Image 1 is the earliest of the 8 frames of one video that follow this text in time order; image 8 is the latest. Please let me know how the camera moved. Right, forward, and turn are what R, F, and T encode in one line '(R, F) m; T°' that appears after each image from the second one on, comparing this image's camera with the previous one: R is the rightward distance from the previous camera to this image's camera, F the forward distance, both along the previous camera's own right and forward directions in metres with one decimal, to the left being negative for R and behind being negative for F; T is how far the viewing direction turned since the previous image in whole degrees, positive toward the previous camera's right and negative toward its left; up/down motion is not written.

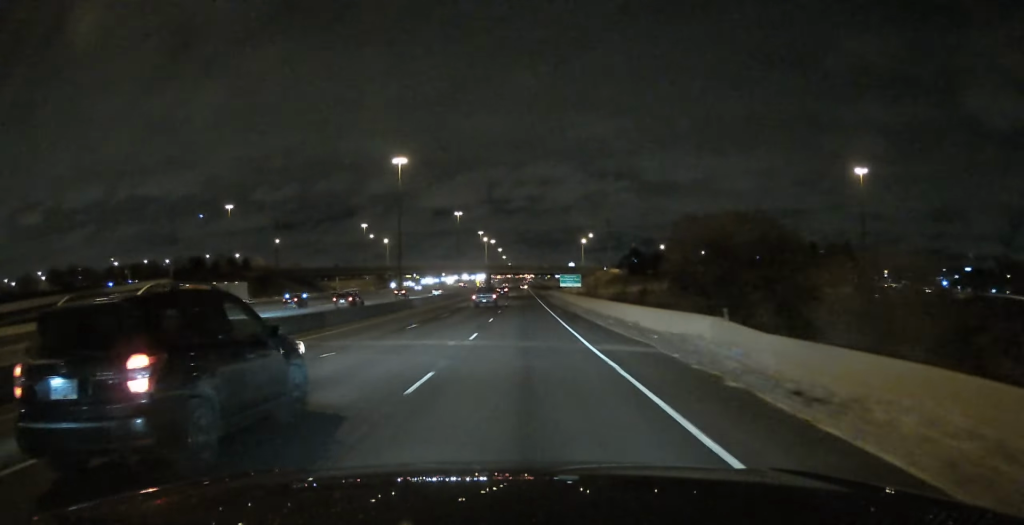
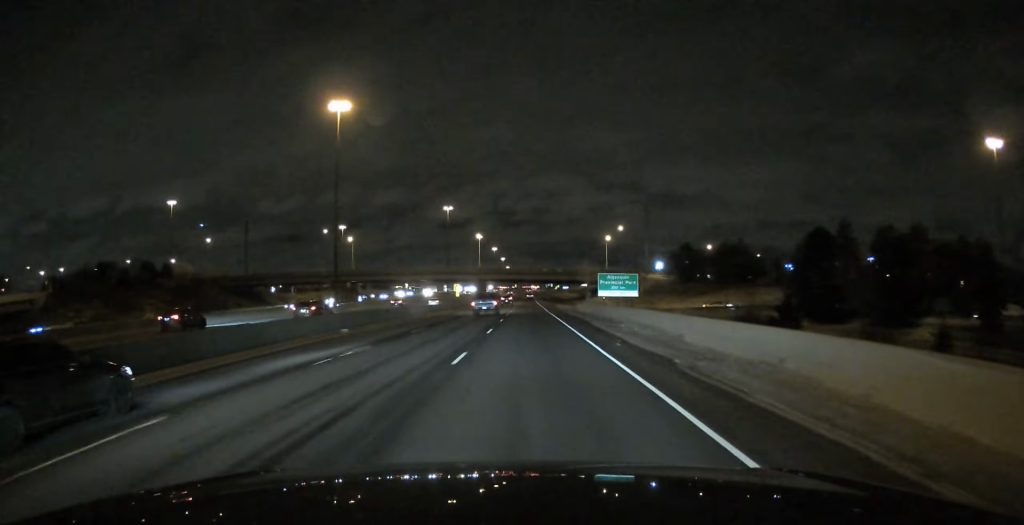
(-0.2, +63.8) m; 0°
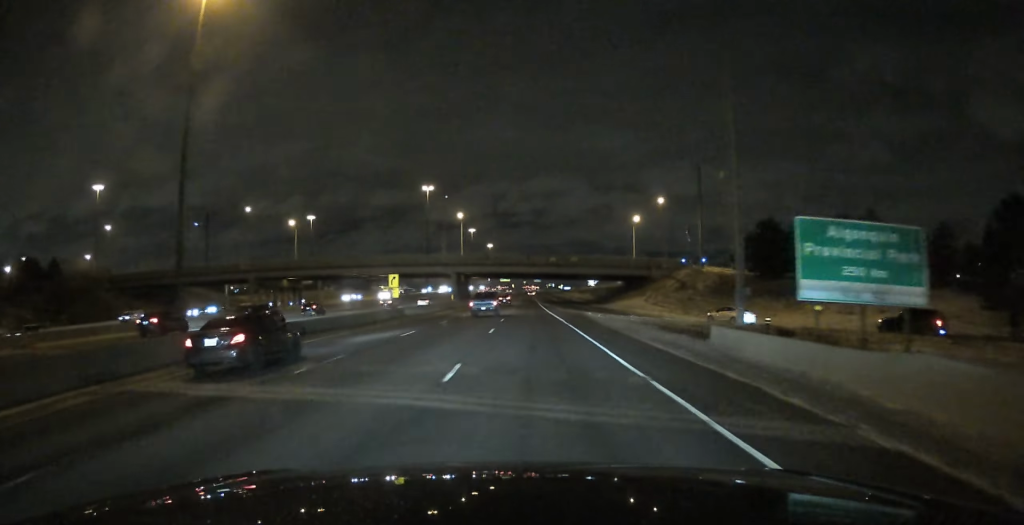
(-0.2, +53.3) m; 0°
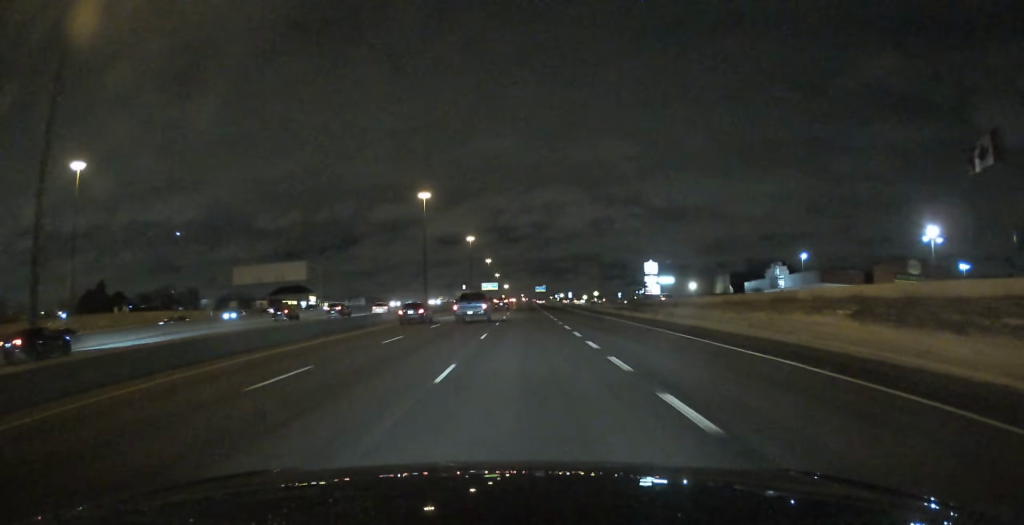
(+0.2, +178.3) m; 0°
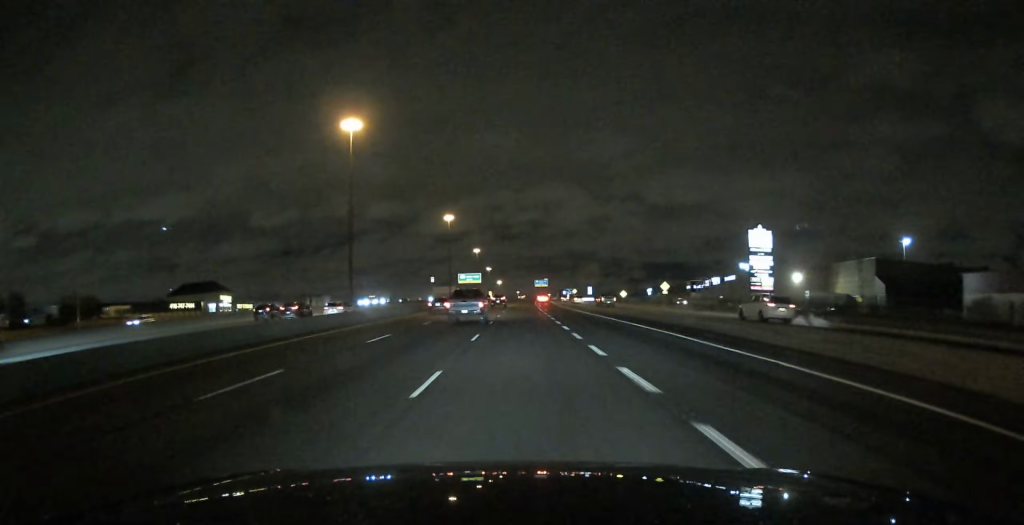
(+0.1, +88.1) m; 0°
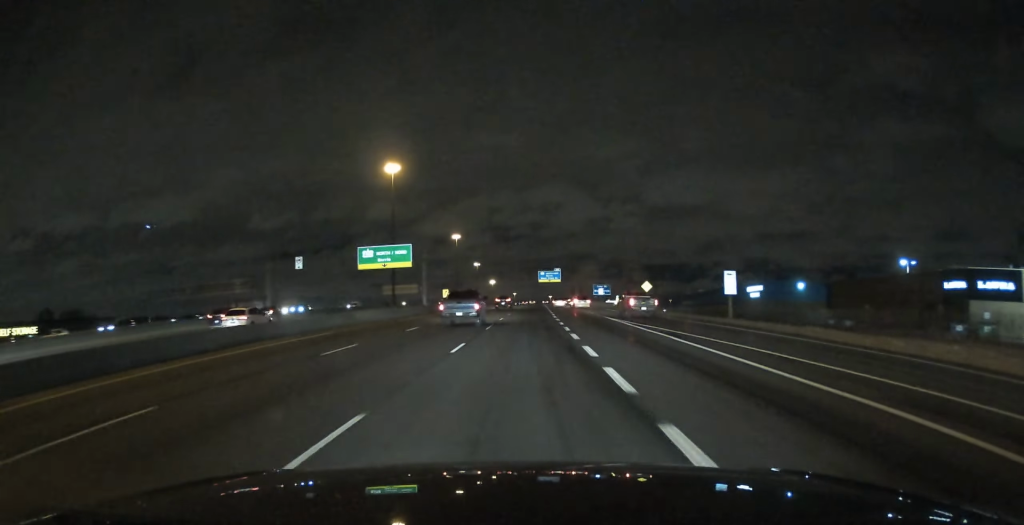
(+0.4, +116.3) m; 0°
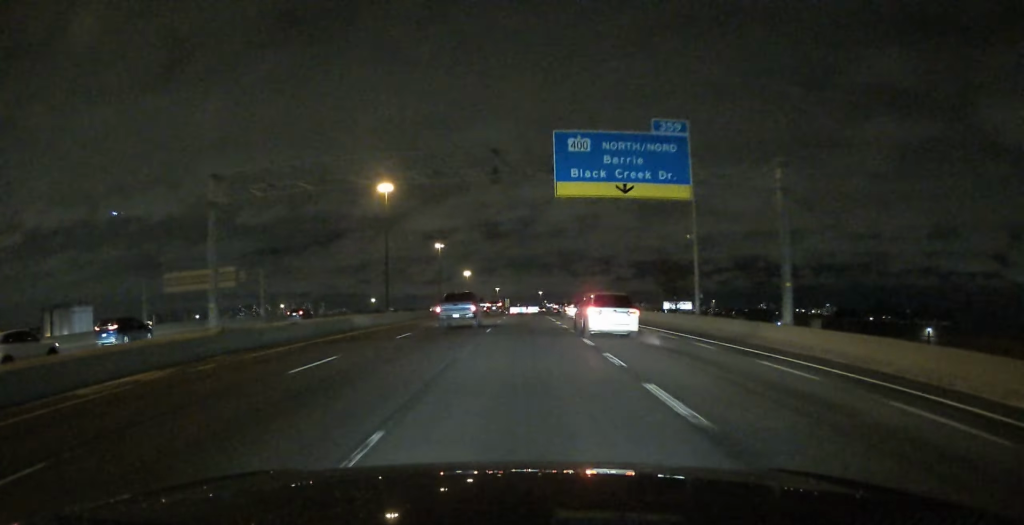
(+0.7, +136.9) m; +1°
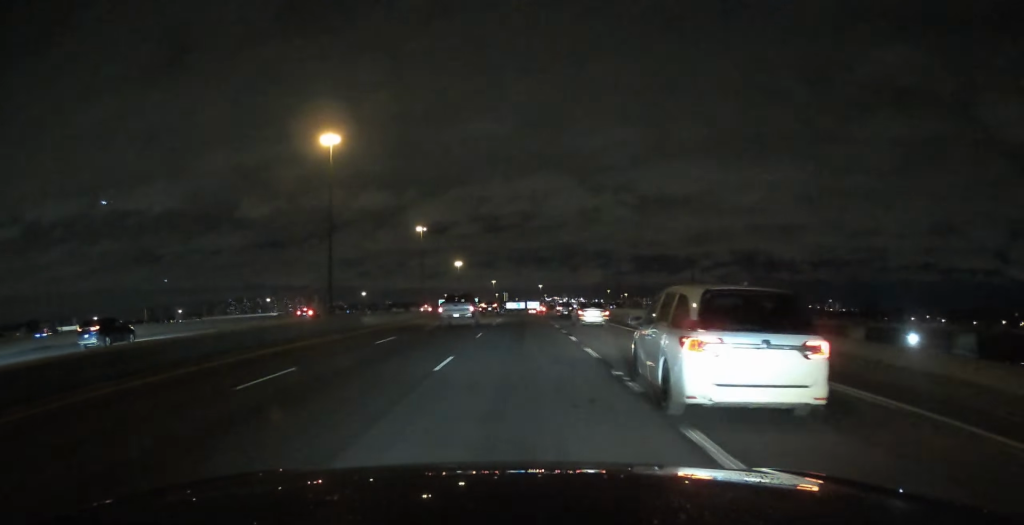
(+0.1, +54.1) m; 0°
